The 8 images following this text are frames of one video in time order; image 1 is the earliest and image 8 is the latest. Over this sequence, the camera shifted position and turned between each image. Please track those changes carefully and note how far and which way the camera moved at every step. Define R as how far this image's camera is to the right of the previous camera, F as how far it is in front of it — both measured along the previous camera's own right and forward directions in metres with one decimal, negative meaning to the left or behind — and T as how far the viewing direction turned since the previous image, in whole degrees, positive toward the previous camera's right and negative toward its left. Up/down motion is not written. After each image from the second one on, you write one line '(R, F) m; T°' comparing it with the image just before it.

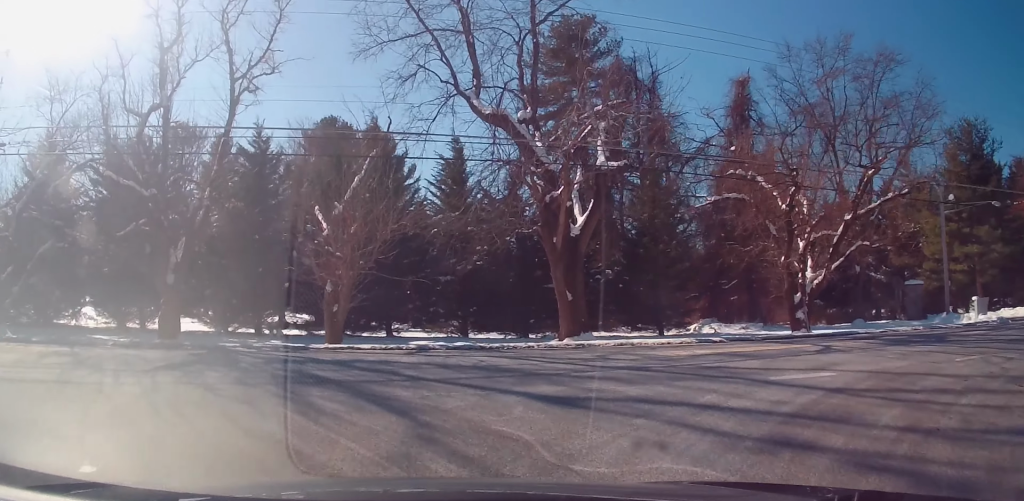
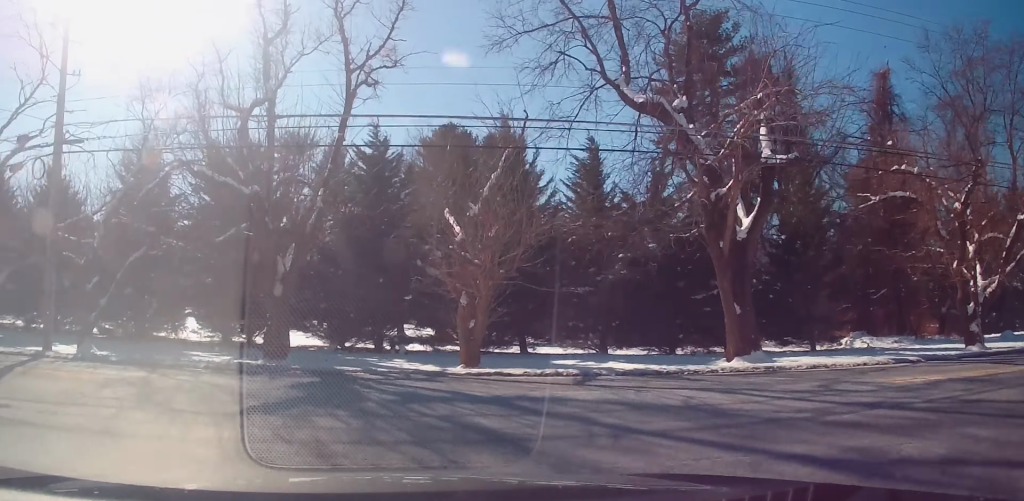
(-0.8, +5.2) m; -7°
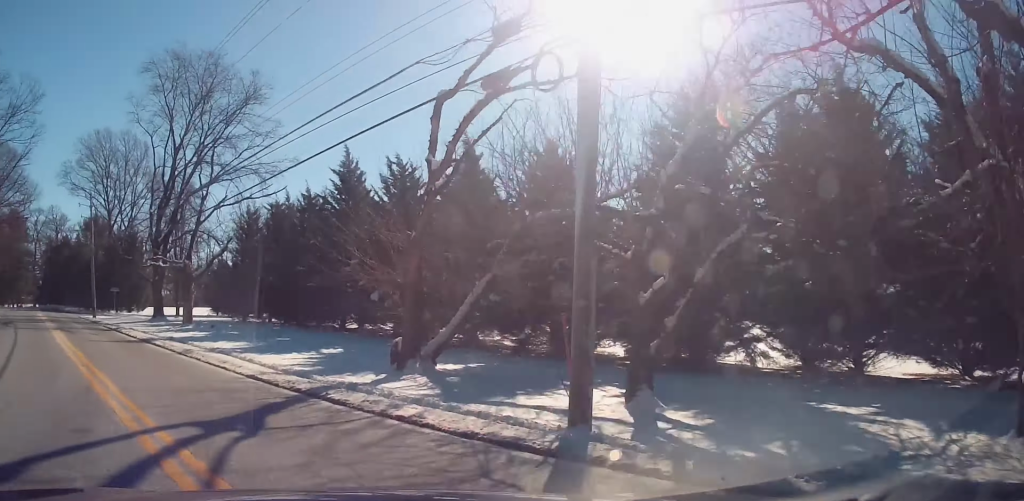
(-1.2, +11.7) m; -11°
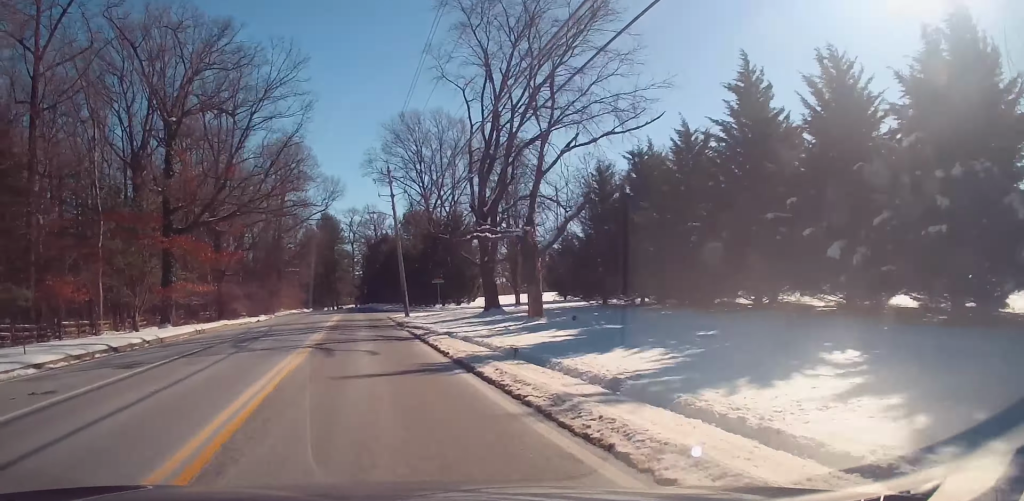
(-0.9, +11.3) m; -9°
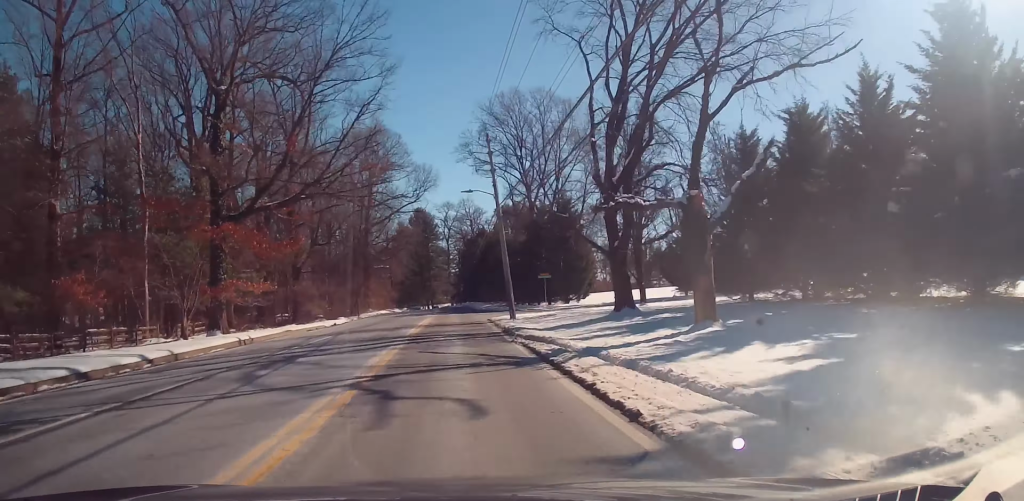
(0.0, +6.5) m; -5°
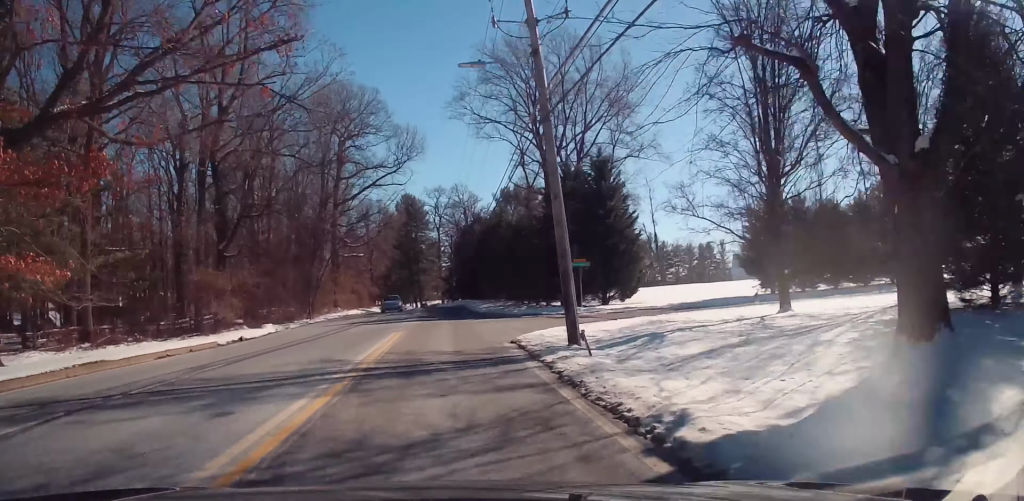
(-1.3, +13.8) m; +2°
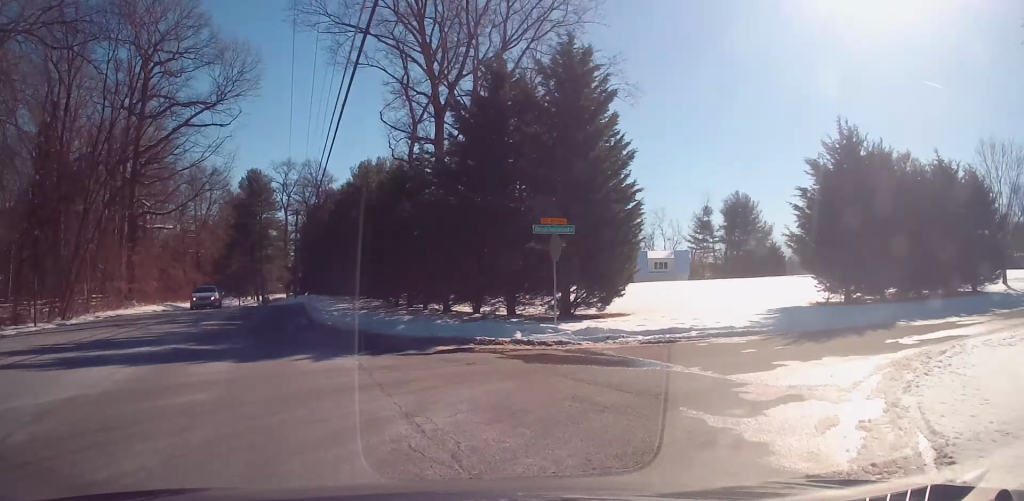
(+3.1, +17.6) m; +25°
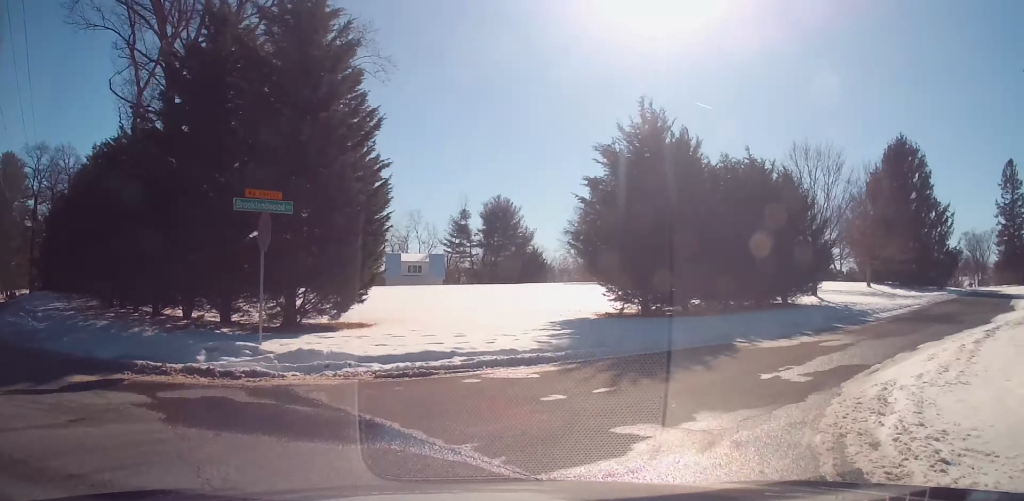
(-1.0, +6.0) m; +16°
